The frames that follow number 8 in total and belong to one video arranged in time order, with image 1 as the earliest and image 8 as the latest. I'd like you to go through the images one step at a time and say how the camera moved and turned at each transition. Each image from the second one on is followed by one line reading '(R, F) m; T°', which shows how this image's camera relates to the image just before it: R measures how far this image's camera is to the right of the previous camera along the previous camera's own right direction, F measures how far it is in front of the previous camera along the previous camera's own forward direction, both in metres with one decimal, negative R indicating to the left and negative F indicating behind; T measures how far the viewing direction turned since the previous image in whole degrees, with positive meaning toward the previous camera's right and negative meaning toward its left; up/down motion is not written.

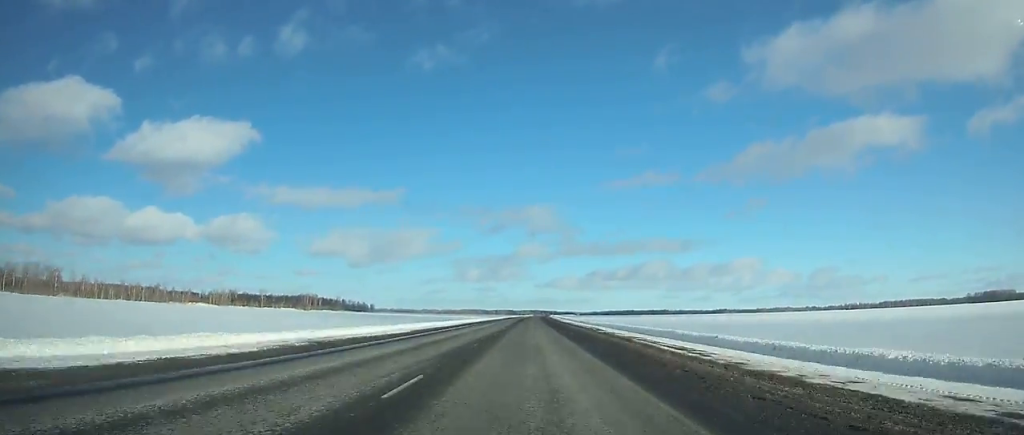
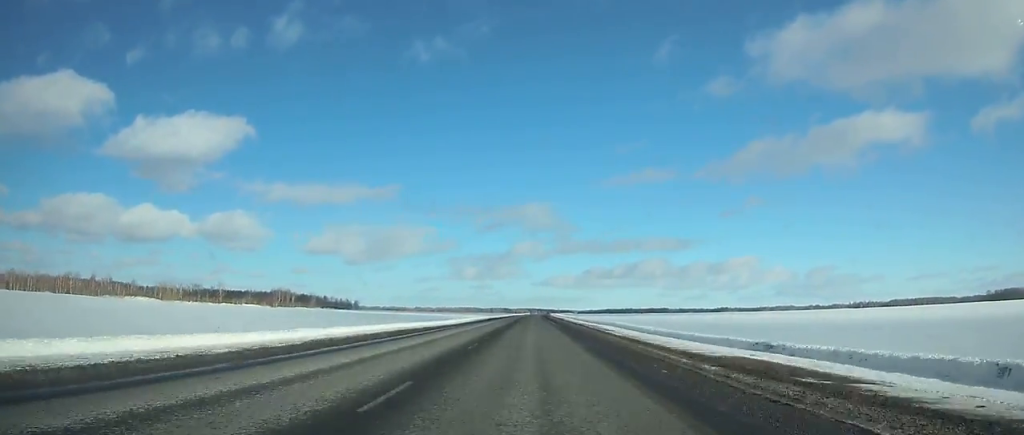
(+0.1, +76.7) m; 0°
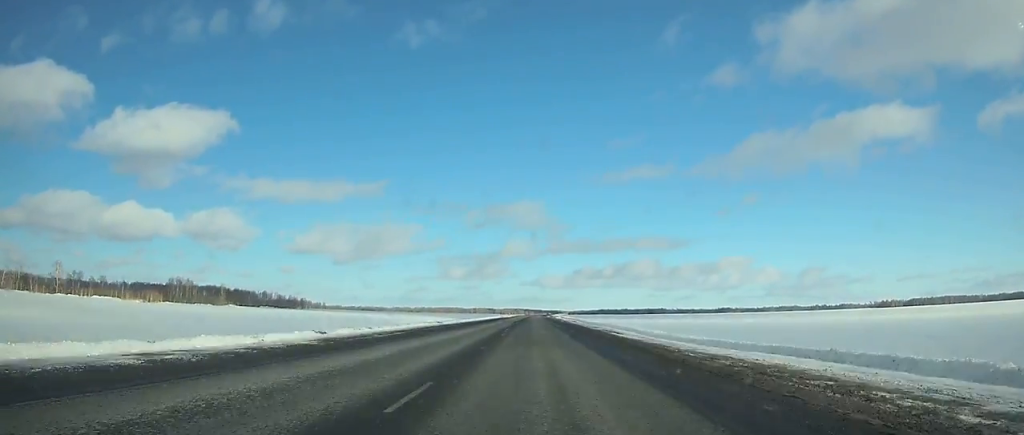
(+2.7, +184.3) m; +2°
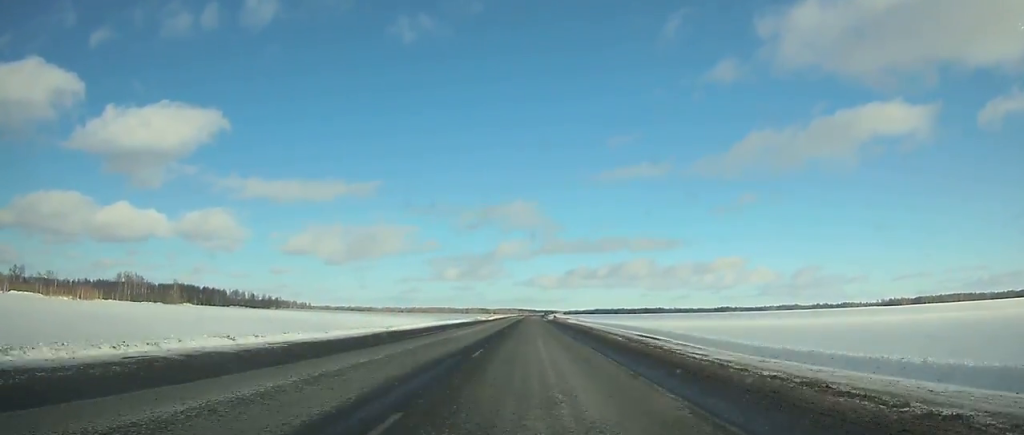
(+0.3, +63.7) m; 0°
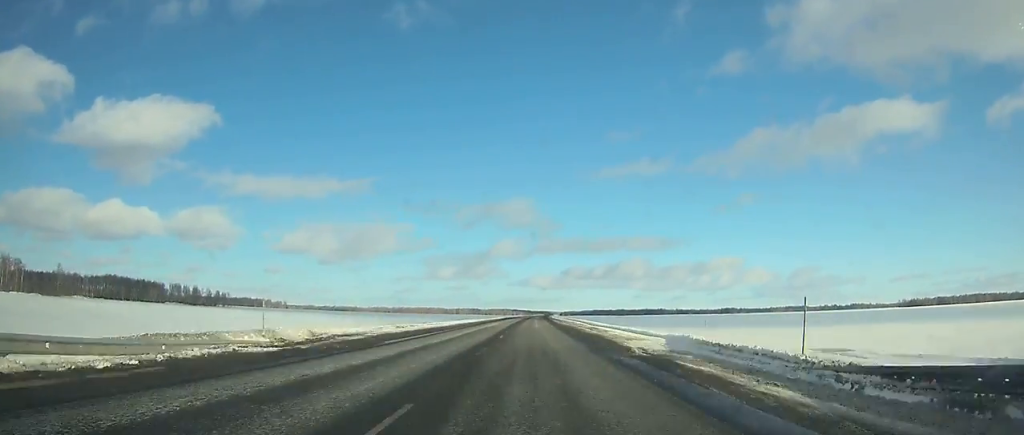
(+0.5, +117.1) m; +1°
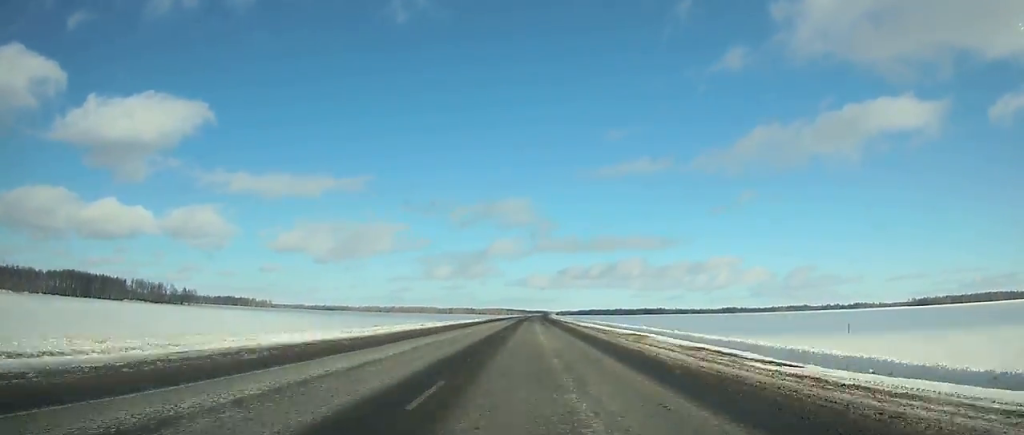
(+0.1, +58.9) m; 0°
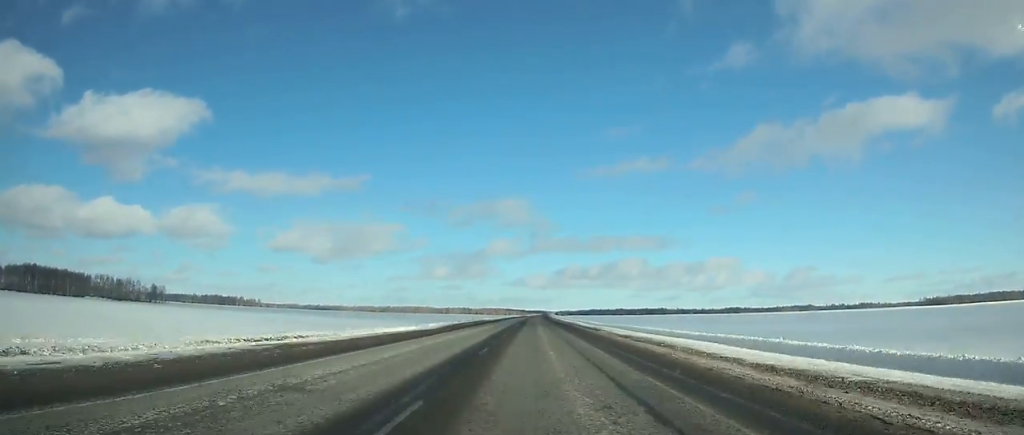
(+0.1, +53.9) m; 0°
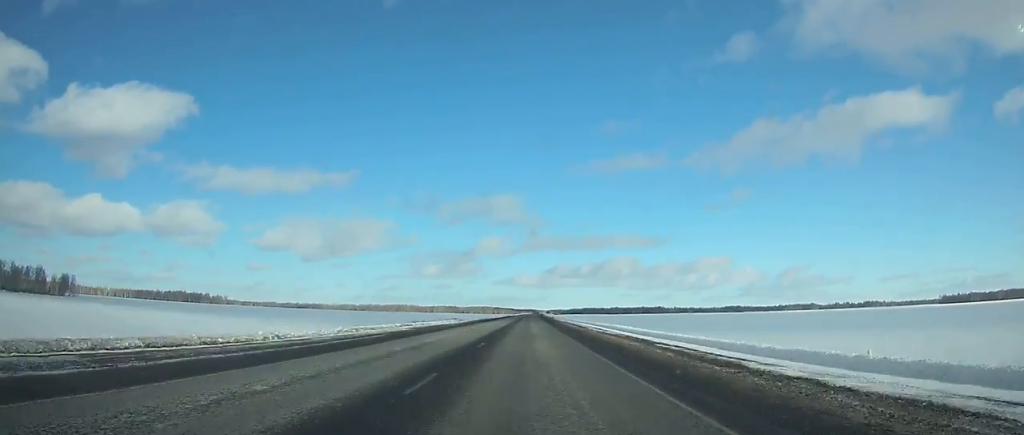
(+0.8, +108.6) m; +1°
